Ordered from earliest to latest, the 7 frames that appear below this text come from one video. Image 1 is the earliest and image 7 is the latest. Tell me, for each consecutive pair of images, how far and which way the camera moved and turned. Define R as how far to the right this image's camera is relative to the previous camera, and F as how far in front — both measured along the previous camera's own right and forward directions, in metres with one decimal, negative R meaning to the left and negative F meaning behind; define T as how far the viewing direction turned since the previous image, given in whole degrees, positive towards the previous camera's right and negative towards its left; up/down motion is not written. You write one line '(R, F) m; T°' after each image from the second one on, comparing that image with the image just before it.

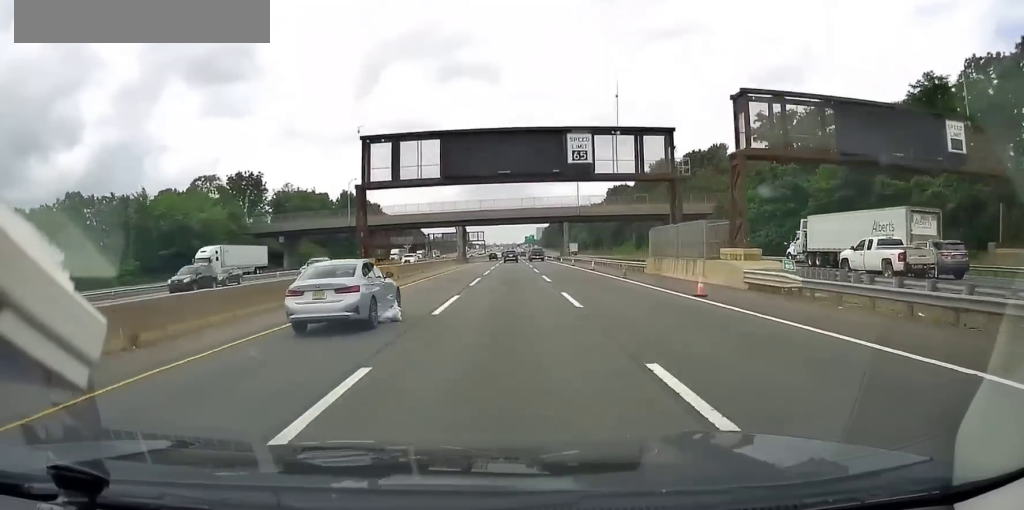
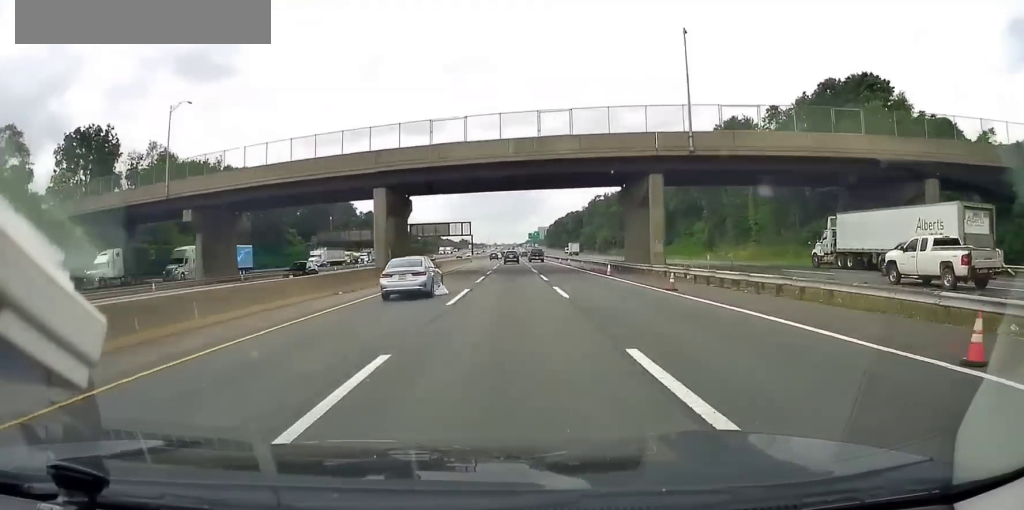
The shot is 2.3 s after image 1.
(+0.1, +71.2) m; 0°
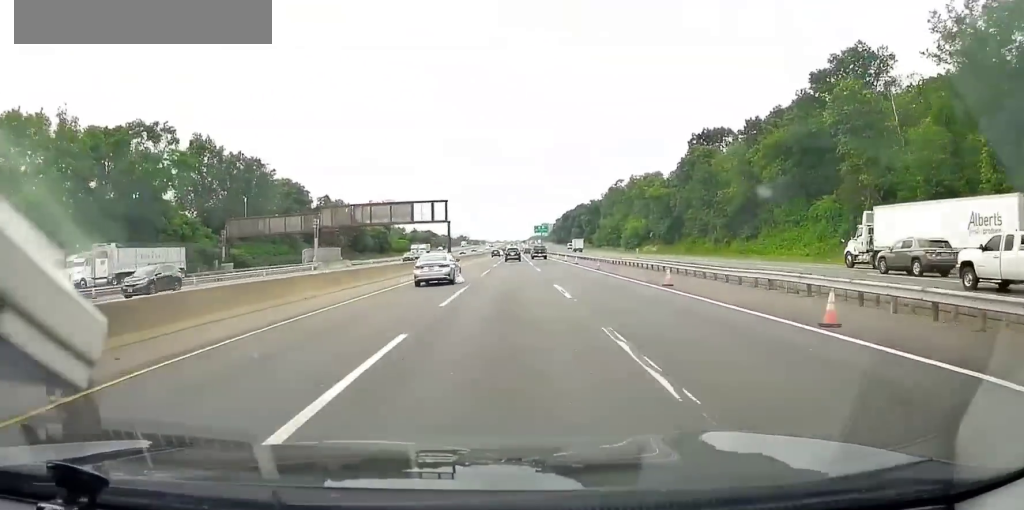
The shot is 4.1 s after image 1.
(-0.2, +57.2) m; 0°
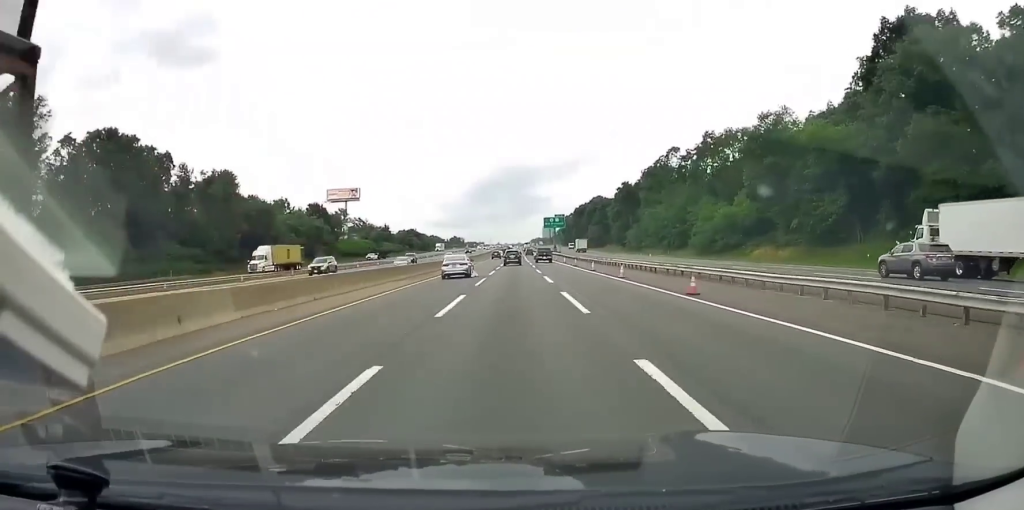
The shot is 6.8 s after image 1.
(-0.5, +82.2) m; 0°
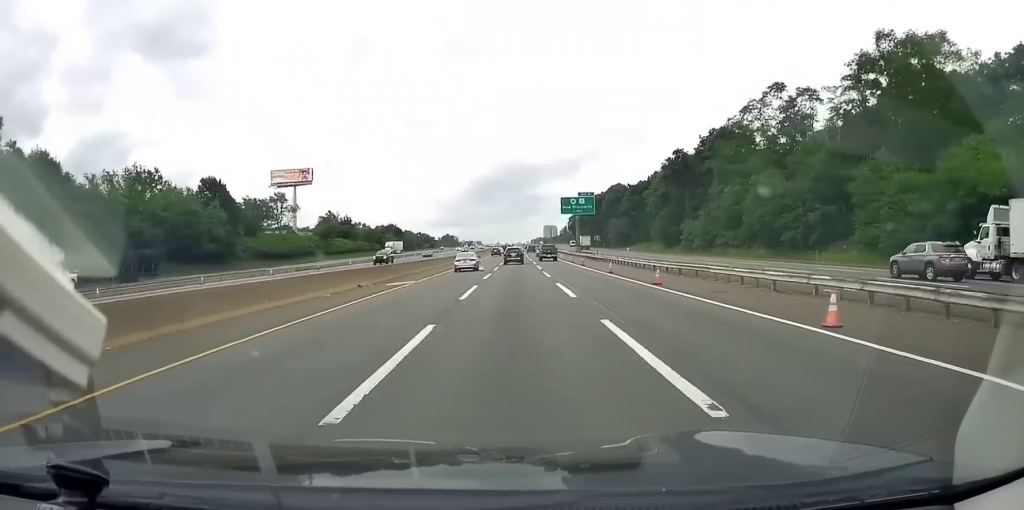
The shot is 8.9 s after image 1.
(+0.3, +68.4) m; 0°
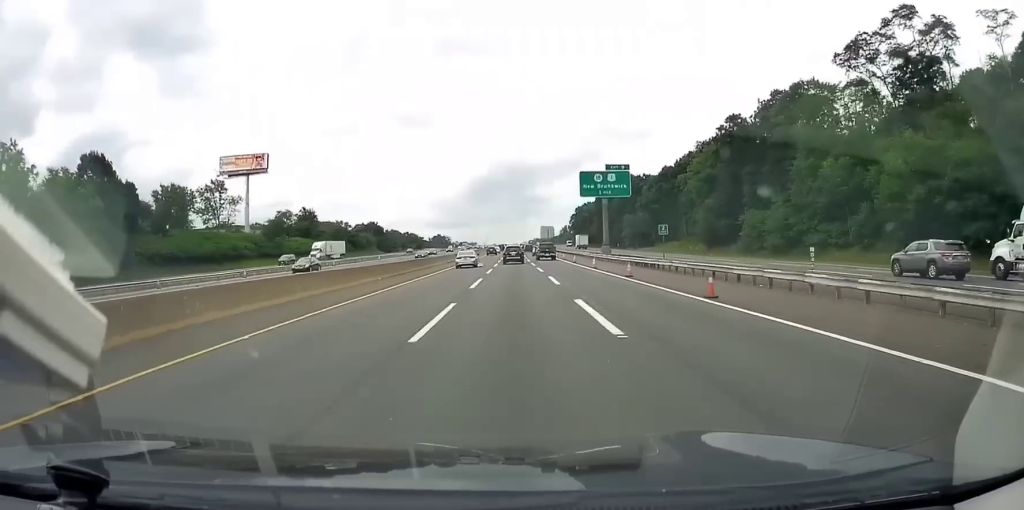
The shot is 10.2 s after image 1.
(0.0, +39.5) m; 0°
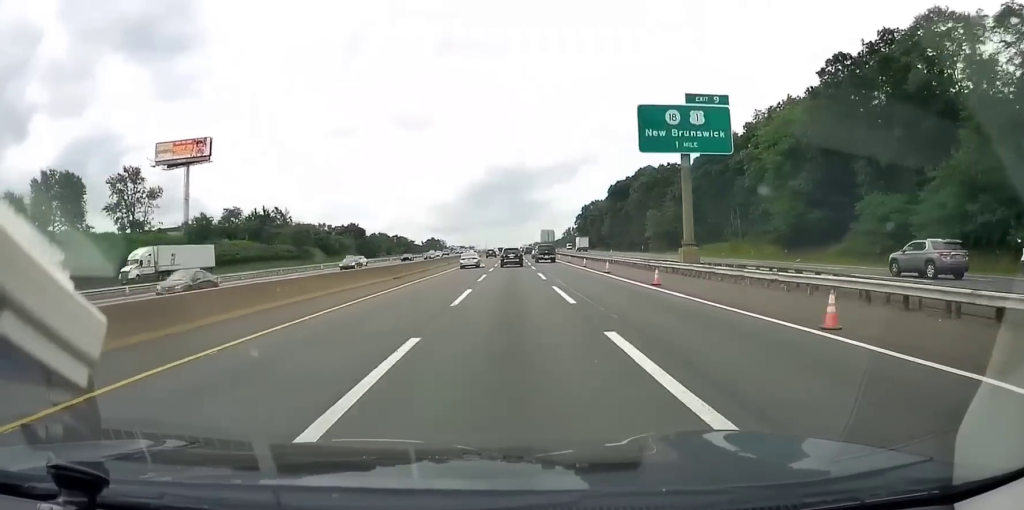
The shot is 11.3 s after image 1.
(0.0, +36.7) m; 0°
